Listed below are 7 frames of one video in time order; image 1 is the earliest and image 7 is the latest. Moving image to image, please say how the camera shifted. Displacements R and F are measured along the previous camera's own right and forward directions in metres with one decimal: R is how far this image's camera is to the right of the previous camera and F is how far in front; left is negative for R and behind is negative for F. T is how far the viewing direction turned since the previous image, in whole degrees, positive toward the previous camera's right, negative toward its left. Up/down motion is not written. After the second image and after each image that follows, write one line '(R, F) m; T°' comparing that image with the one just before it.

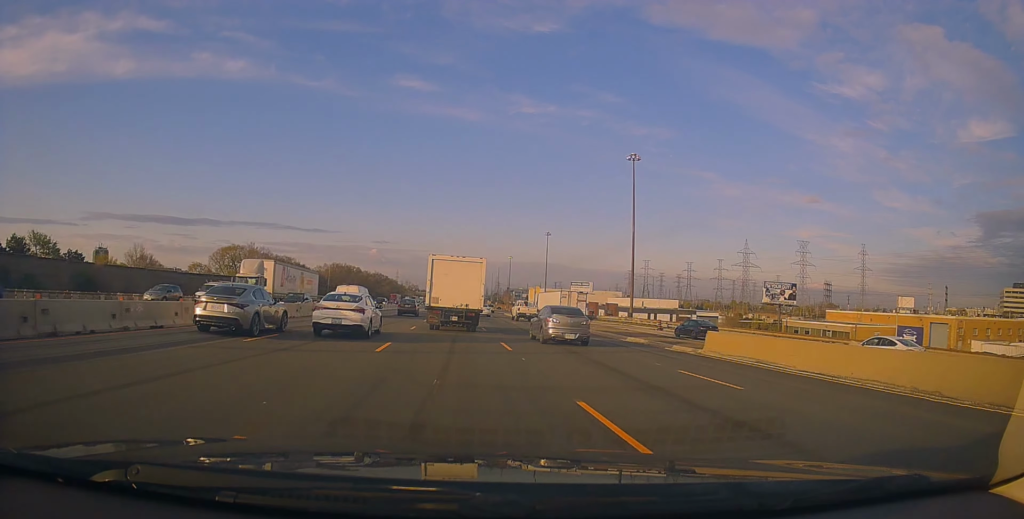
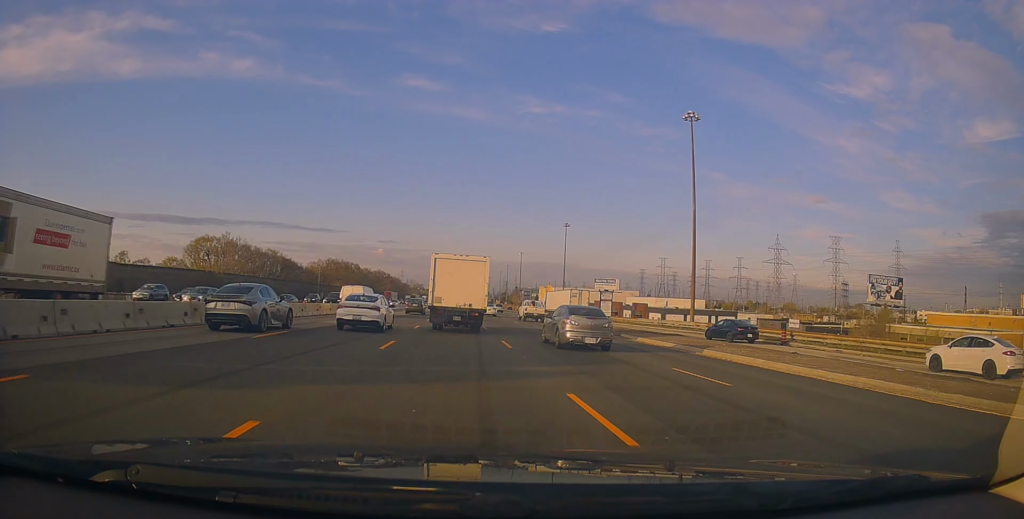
(+0.2, +23.0) m; 0°
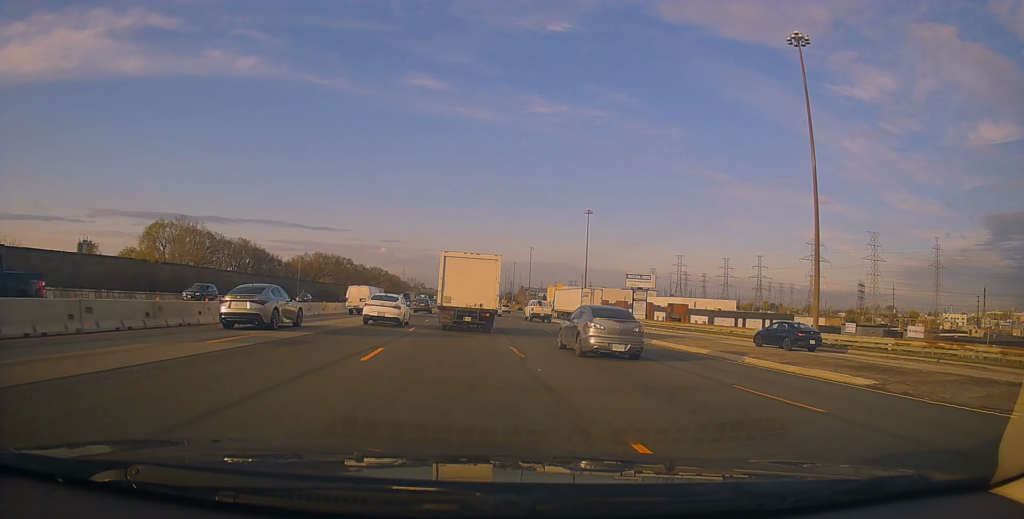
(-0.5, +26.6) m; -1°
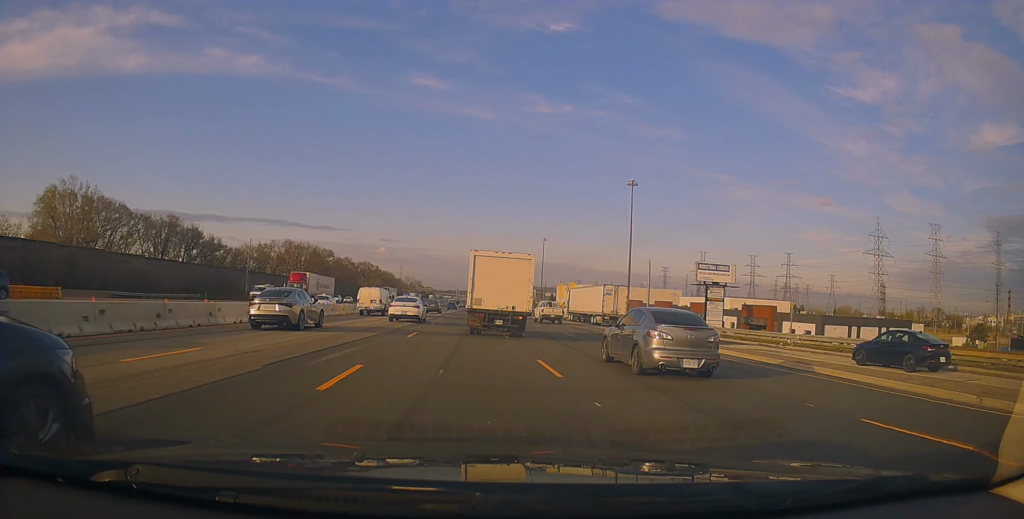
(+0.2, +39.5) m; +1°
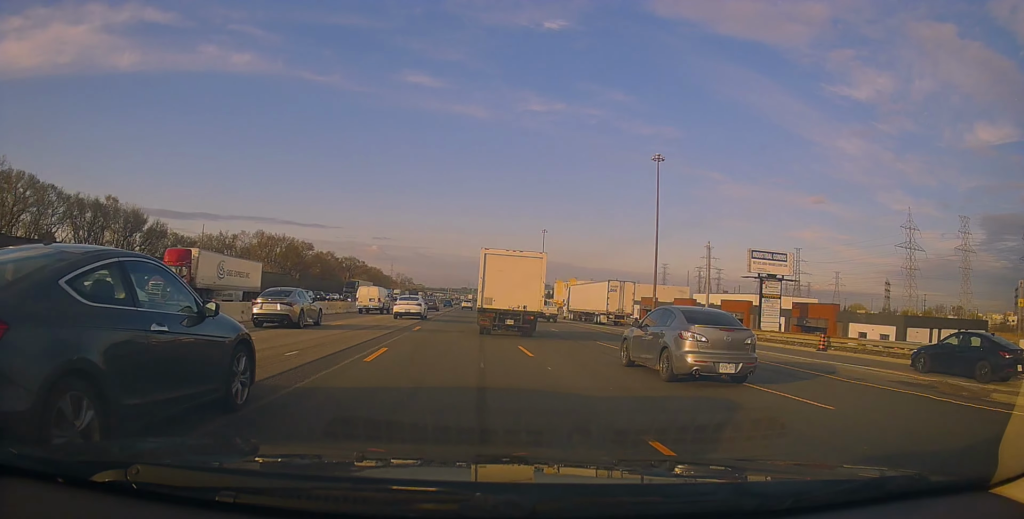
(+0.1, +20.3) m; 0°
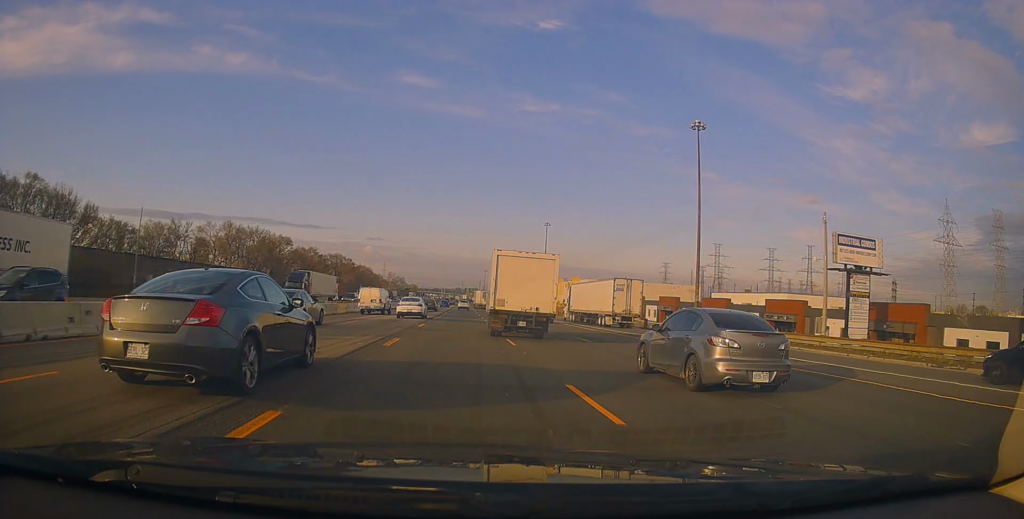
(0.0, +20.7) m; 0°
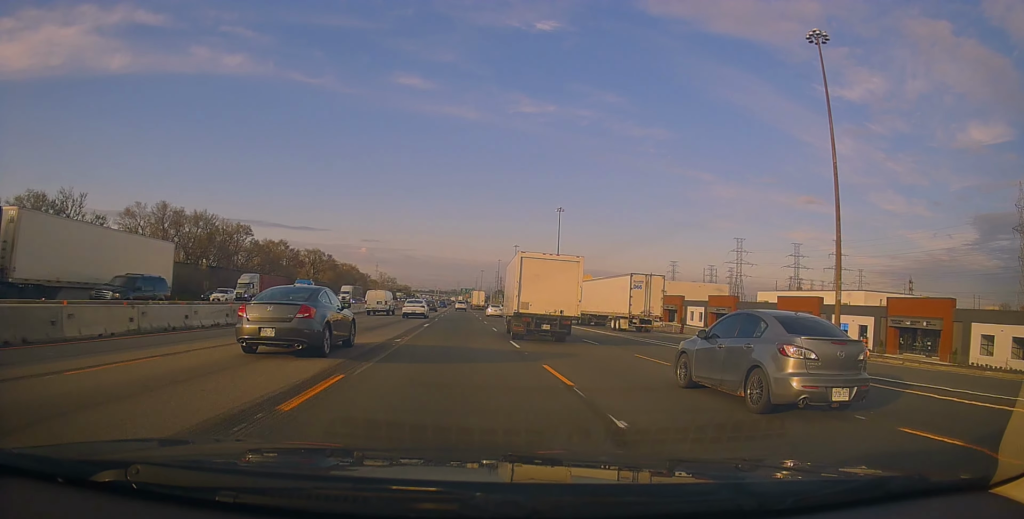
(0.0, +32.2) m; +1°
